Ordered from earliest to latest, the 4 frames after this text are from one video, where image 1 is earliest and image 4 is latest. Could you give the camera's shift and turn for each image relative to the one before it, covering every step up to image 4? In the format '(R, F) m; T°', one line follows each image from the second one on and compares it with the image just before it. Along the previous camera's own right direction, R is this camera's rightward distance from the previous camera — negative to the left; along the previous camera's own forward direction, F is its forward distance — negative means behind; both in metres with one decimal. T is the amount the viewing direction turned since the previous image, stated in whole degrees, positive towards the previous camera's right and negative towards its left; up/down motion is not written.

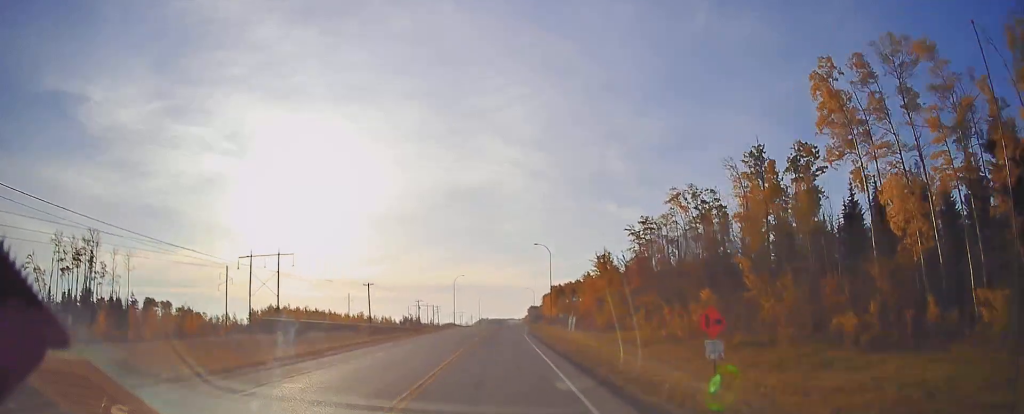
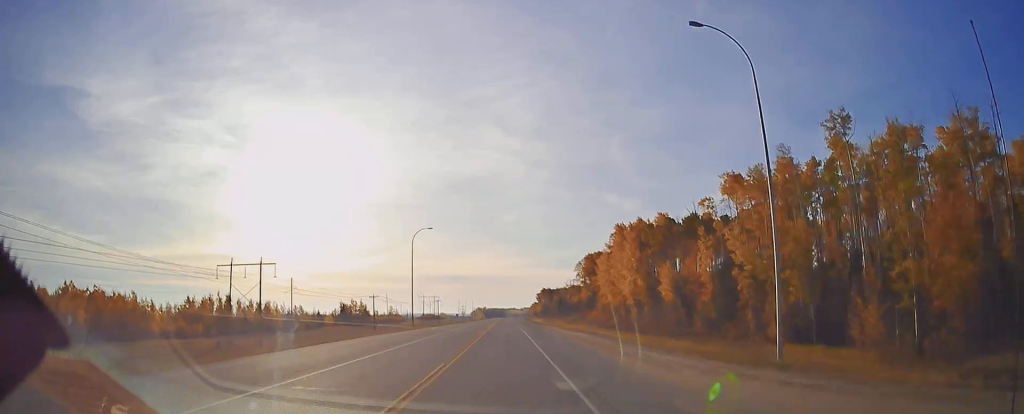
(-0.5, +200.6) m; 0°
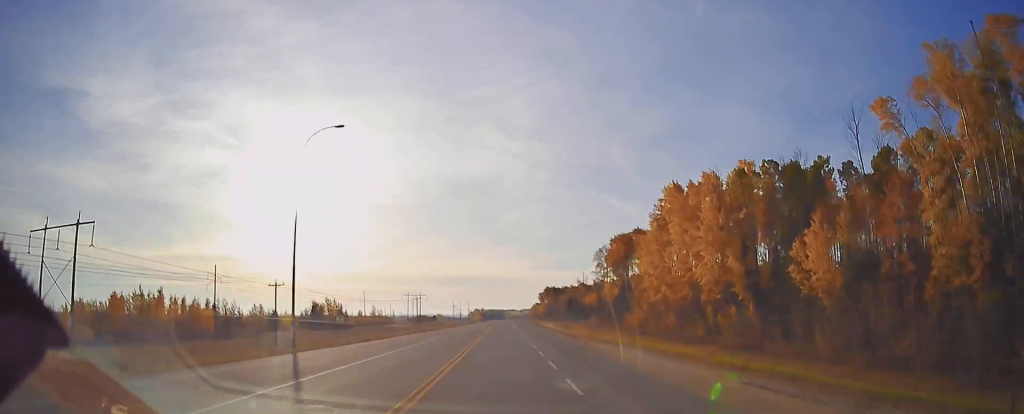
(+0.3, +46.3) m; 0°
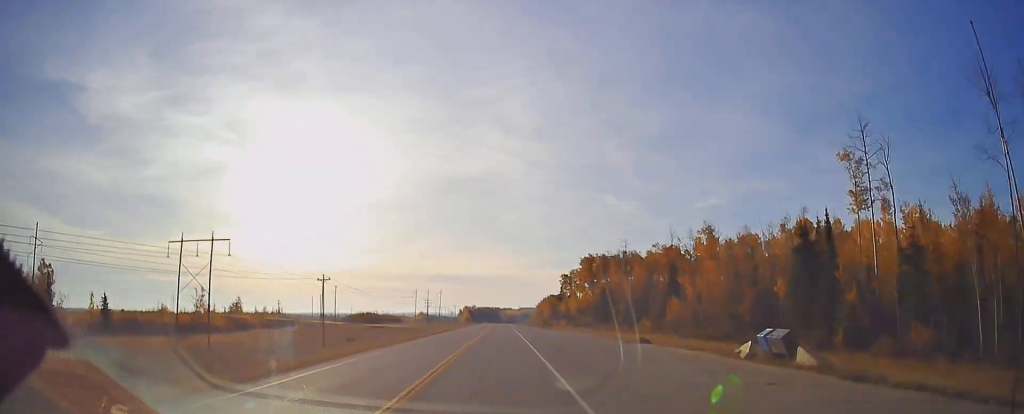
(+0.3, +194.3) m; 0°
